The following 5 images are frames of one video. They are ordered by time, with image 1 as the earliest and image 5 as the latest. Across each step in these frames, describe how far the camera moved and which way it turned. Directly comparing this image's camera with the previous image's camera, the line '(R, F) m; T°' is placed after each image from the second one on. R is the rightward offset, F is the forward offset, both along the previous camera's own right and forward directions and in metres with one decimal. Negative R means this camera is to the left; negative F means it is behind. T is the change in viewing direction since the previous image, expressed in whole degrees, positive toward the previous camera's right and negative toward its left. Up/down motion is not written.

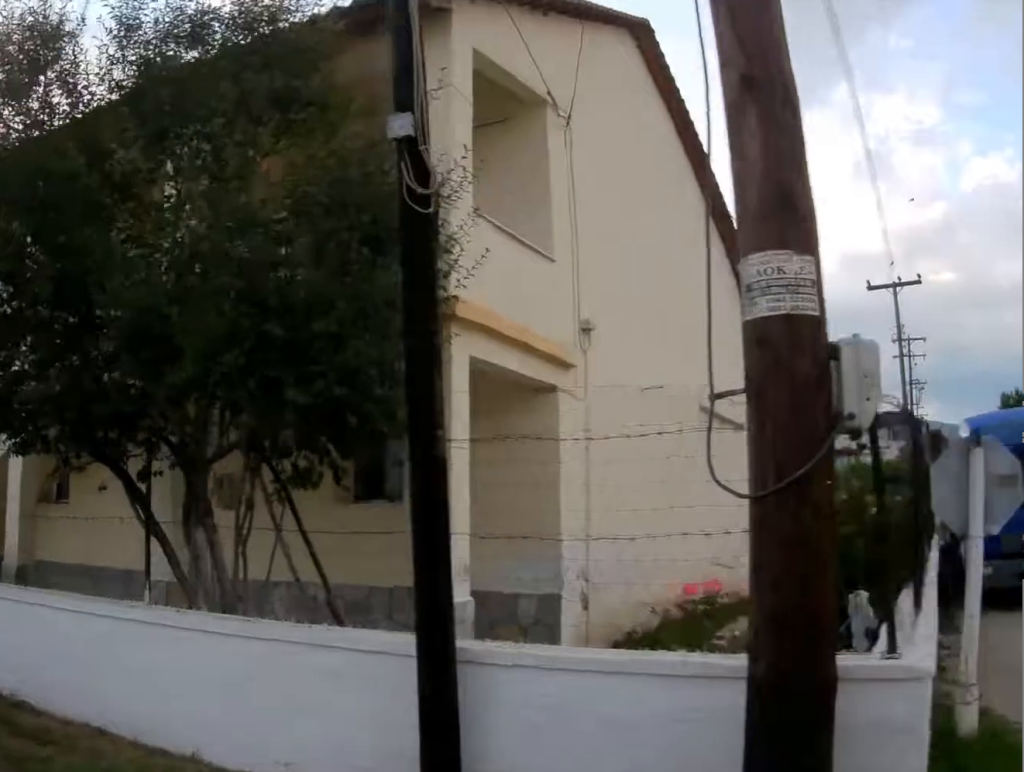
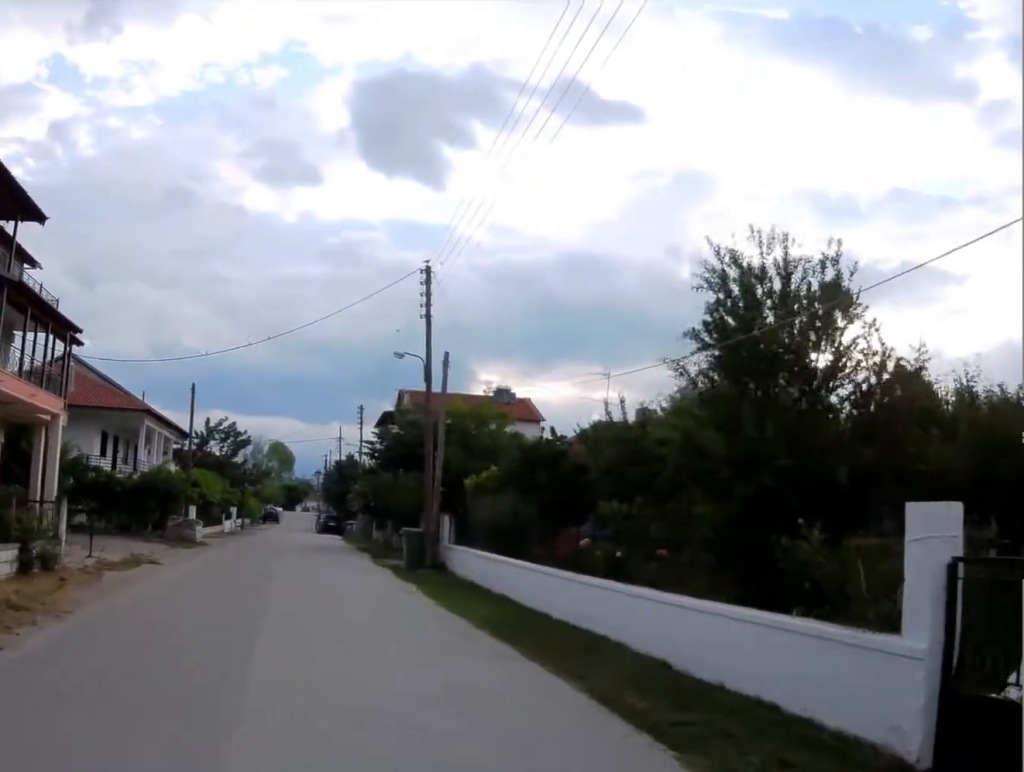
(-6.4, +13.0) m; -41°
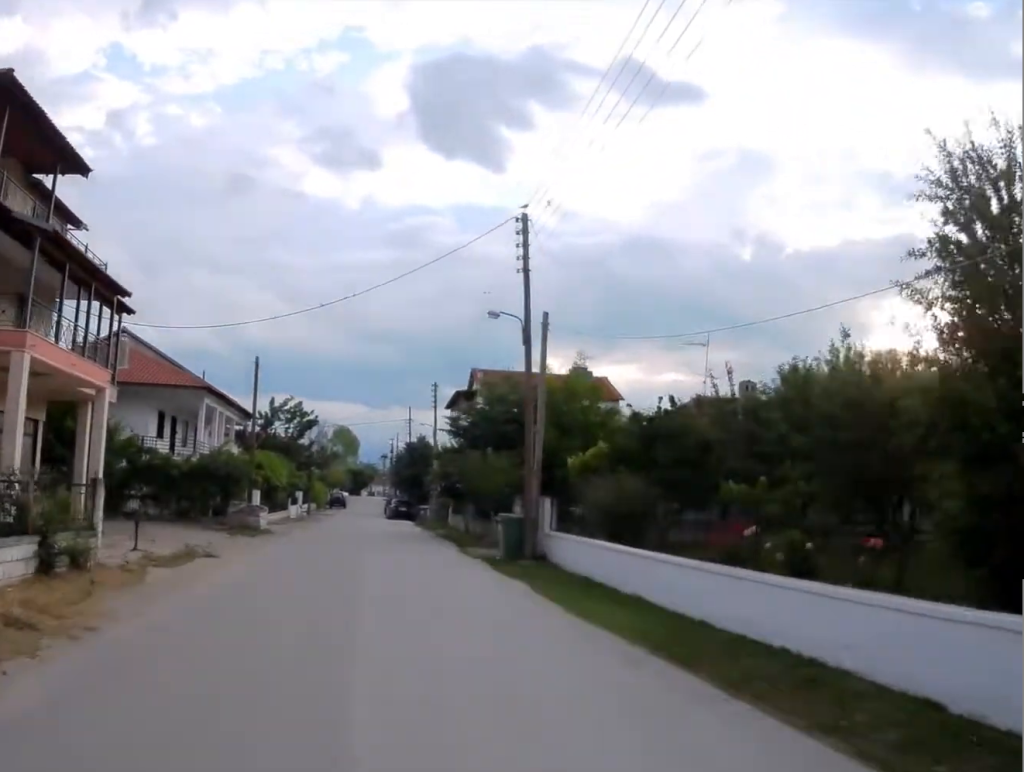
(-0.2, +3.4) m; -1°
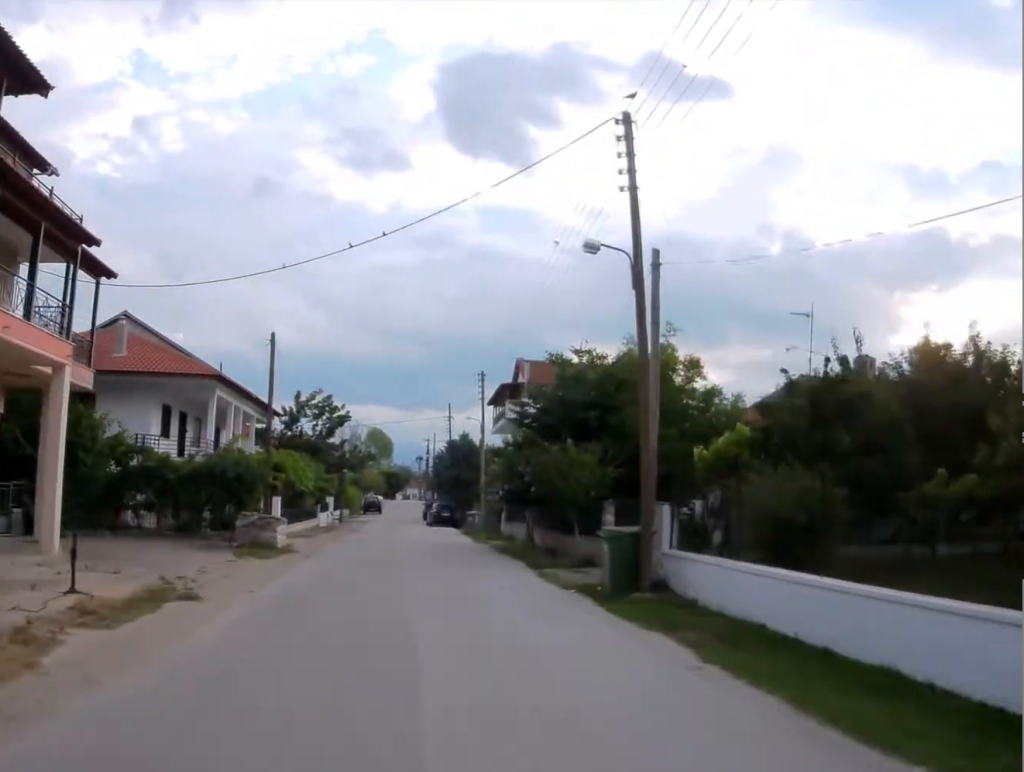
(0.0, +5.6) m; +3°
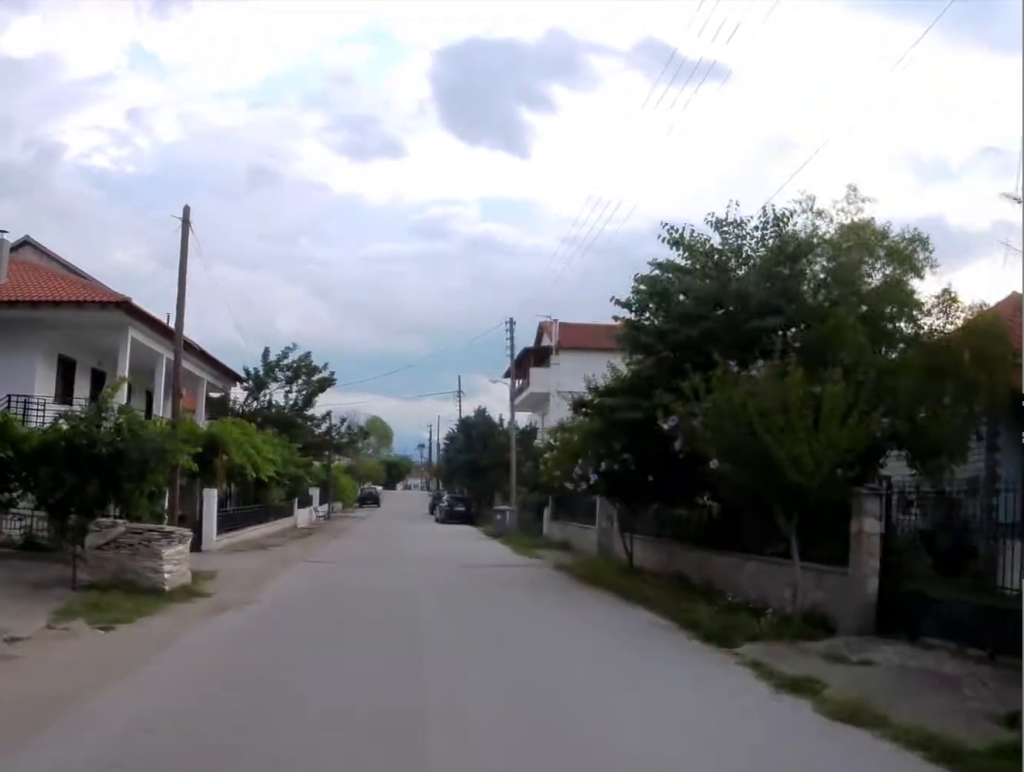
(+0.6, +9.8) m; +5°
